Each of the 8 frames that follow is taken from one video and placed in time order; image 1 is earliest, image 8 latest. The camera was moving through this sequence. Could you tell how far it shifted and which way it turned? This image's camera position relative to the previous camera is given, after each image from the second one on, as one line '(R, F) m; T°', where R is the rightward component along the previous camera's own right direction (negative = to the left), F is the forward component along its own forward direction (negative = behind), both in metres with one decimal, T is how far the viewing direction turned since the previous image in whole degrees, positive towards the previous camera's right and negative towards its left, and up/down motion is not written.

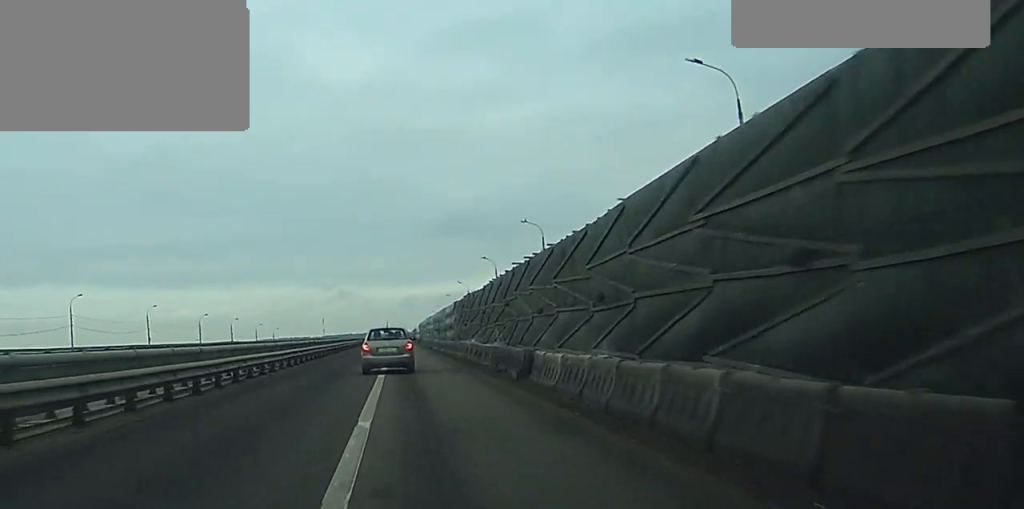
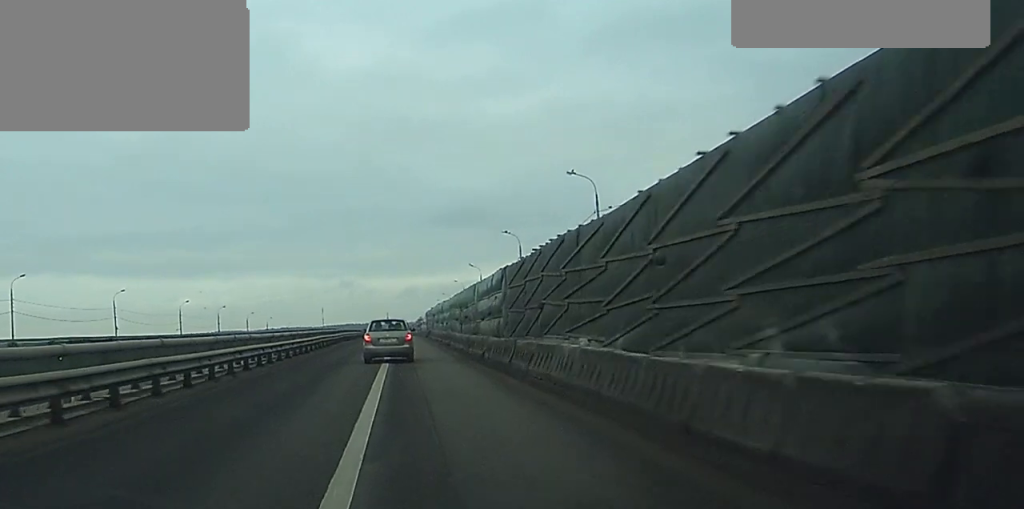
(-0.7, +20.3) m; -2°
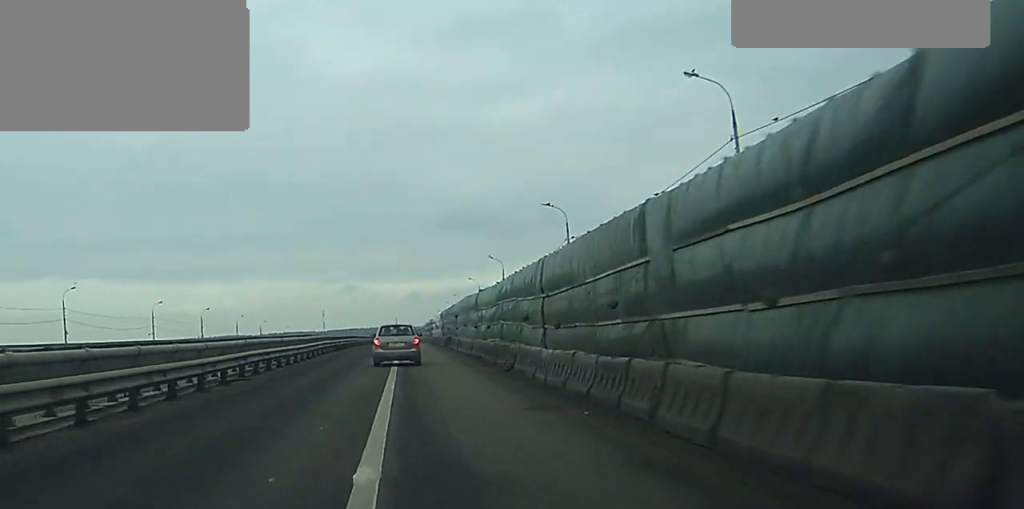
(-0.1, +24.4) m; 0°
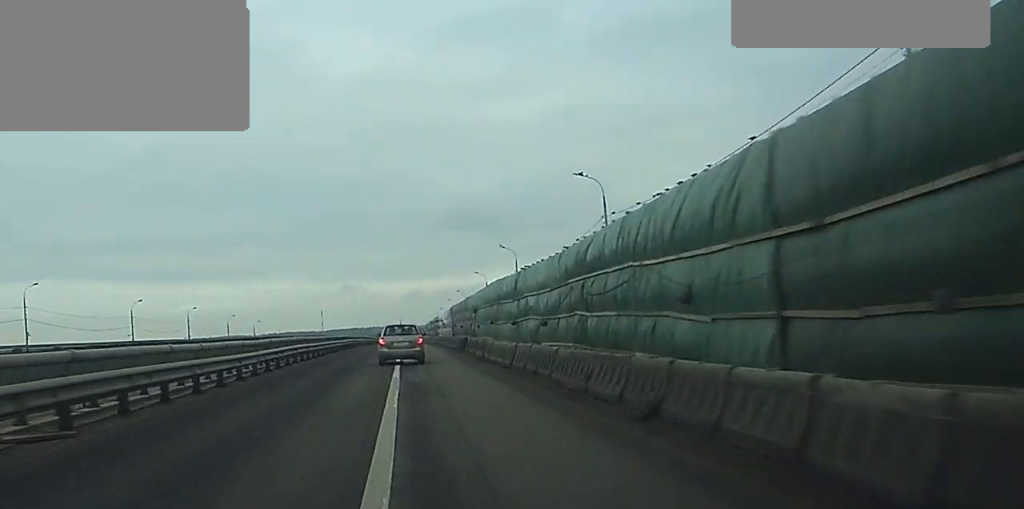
(0.0, +13.5) m; 0°
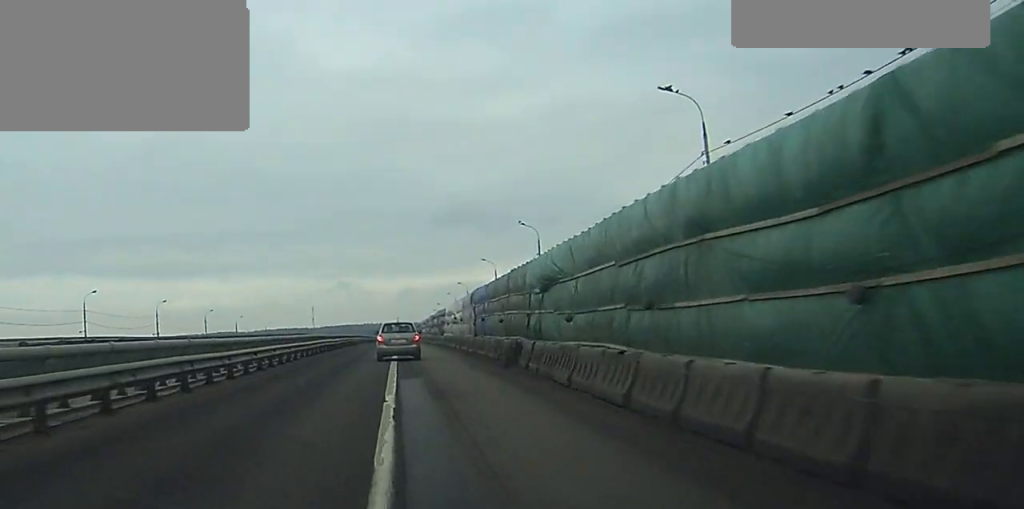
(+0.1, +20.7) m; 0°
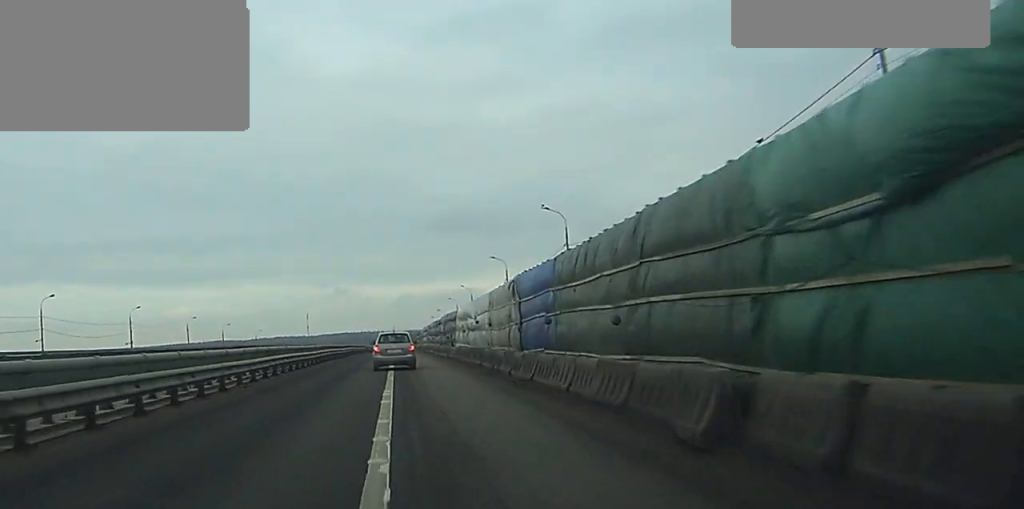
(0.0, +15.5) m; 0°
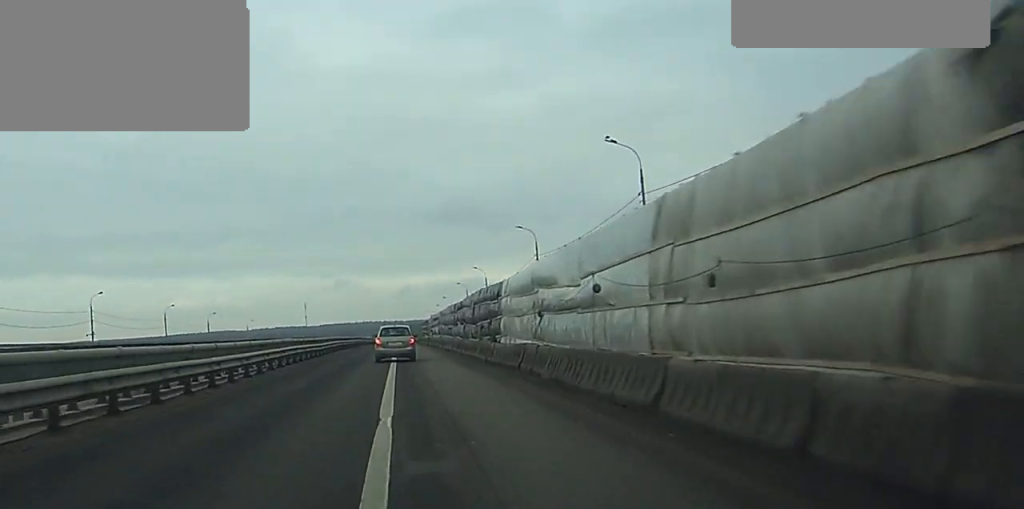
(0.0, +21.5) m; 0°
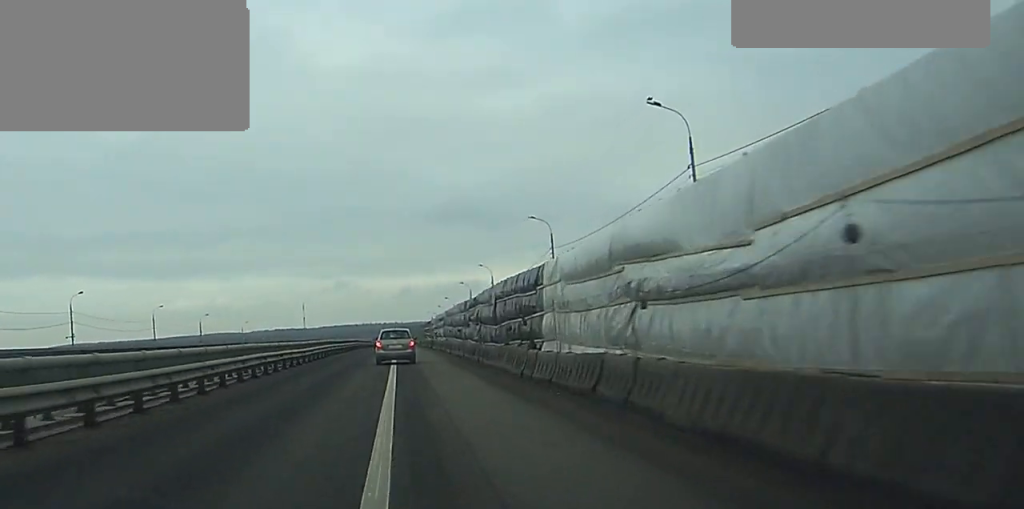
(0.0, +8.7) m; 0°
